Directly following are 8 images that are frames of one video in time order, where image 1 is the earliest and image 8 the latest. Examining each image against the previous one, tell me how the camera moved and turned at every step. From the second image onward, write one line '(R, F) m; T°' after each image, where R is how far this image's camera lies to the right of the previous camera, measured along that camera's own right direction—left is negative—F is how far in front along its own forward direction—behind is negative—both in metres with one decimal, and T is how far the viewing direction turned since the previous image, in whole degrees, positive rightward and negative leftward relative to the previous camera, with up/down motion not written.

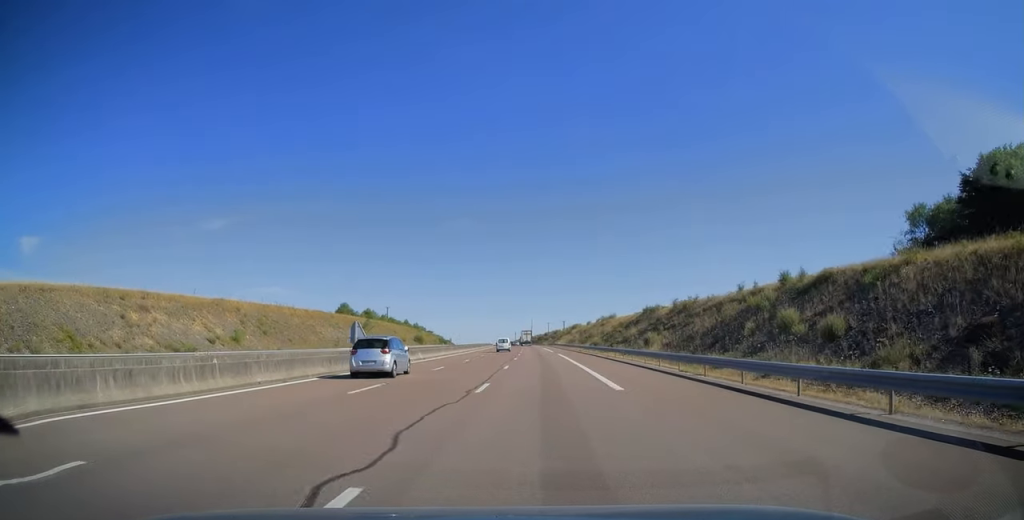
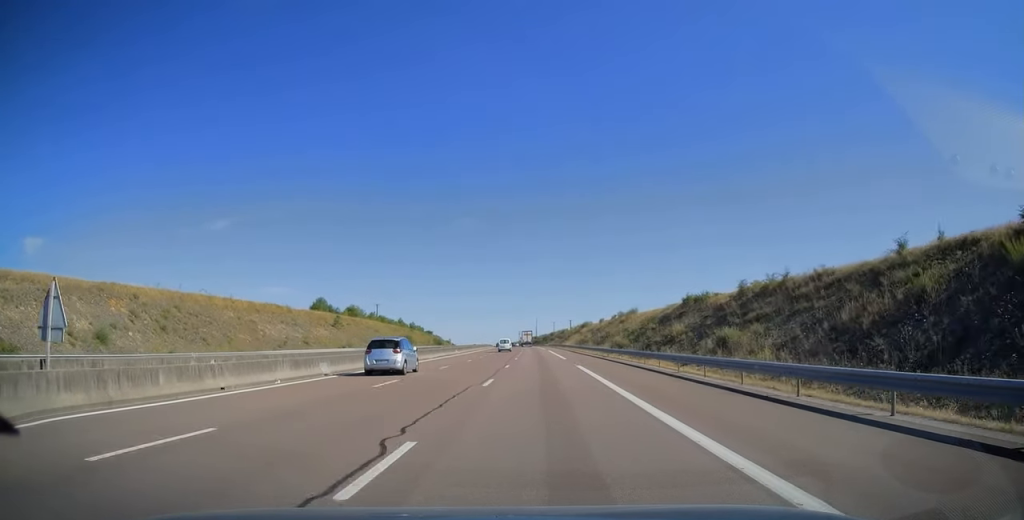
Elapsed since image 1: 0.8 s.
(-0.1, +24.1) m; -1°
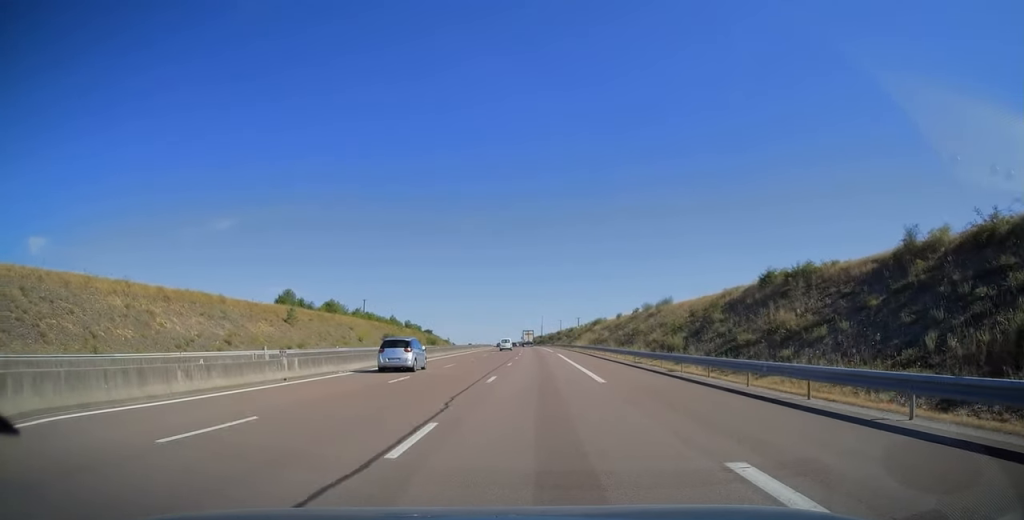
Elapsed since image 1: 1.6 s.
(-0.2, +24.5) m; -1°
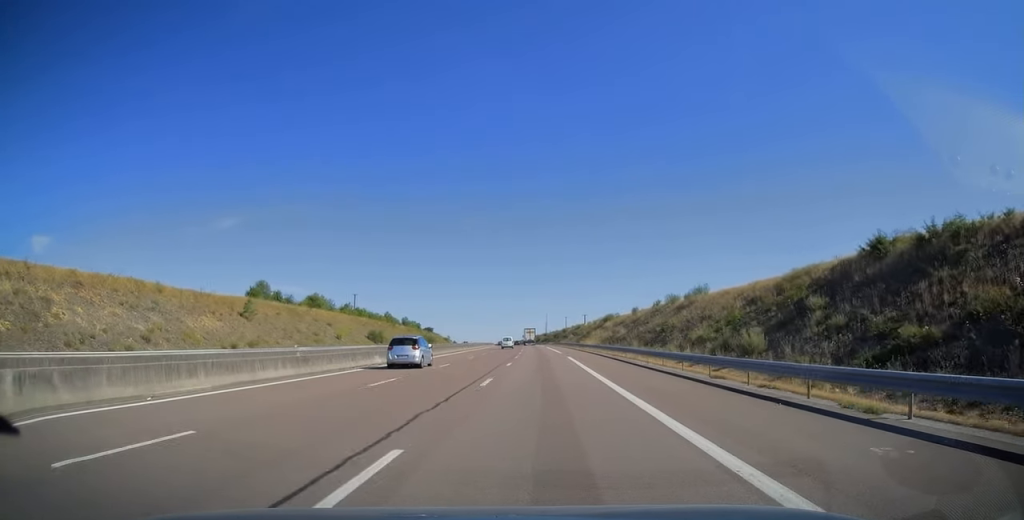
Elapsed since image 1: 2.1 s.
(-0.1, +15.8) m; 0°
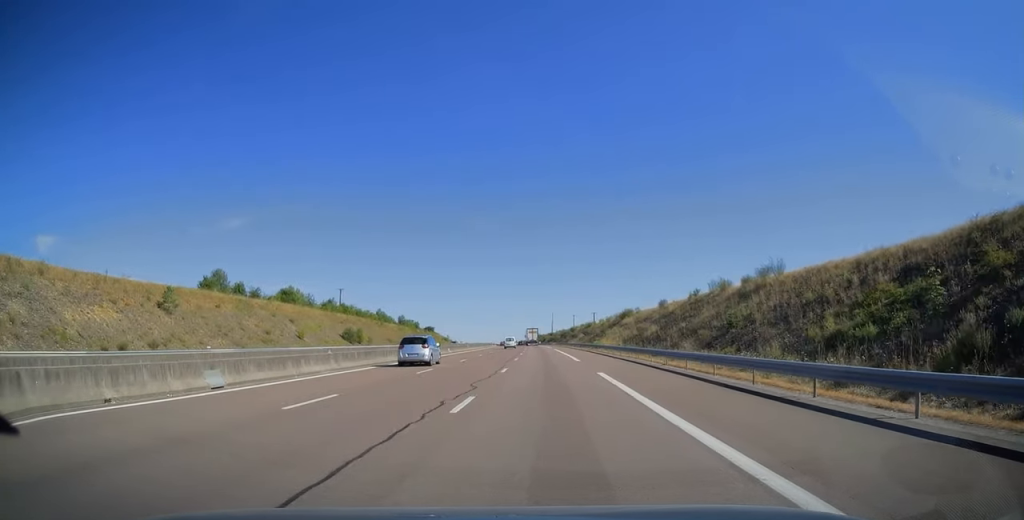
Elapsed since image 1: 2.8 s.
(0.0, +19.9) m; 0°
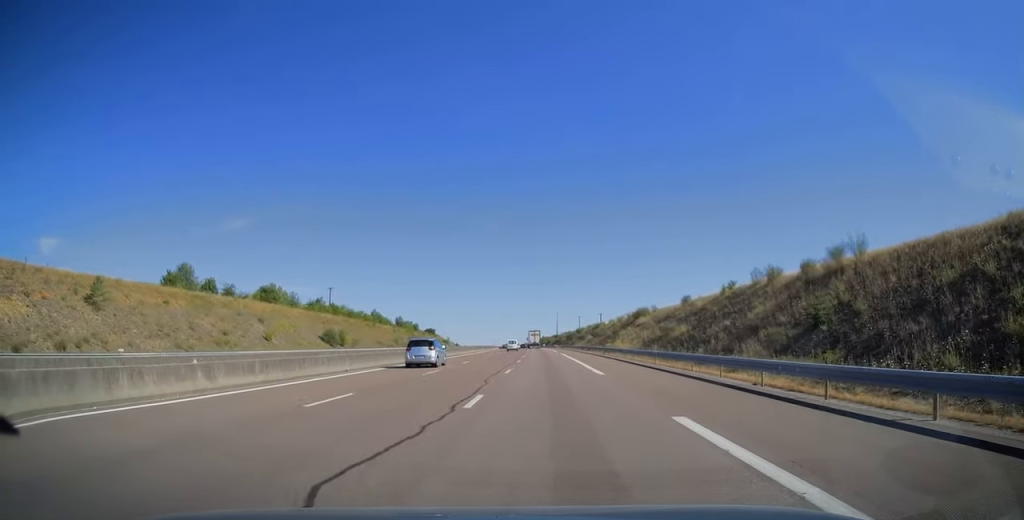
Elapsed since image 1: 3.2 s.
(0.0, +12.3) m; 0°
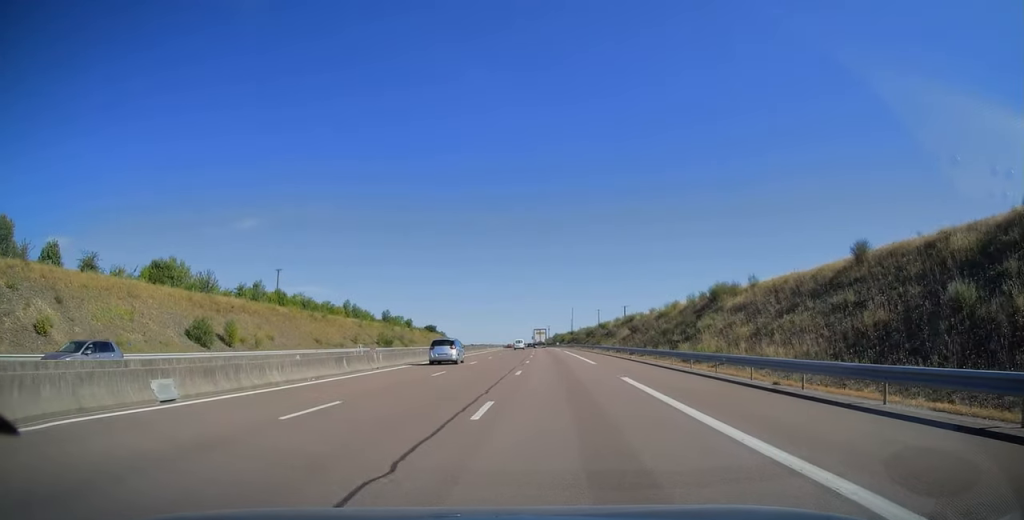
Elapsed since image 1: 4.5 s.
(-0.5, +41.5) m; -1°
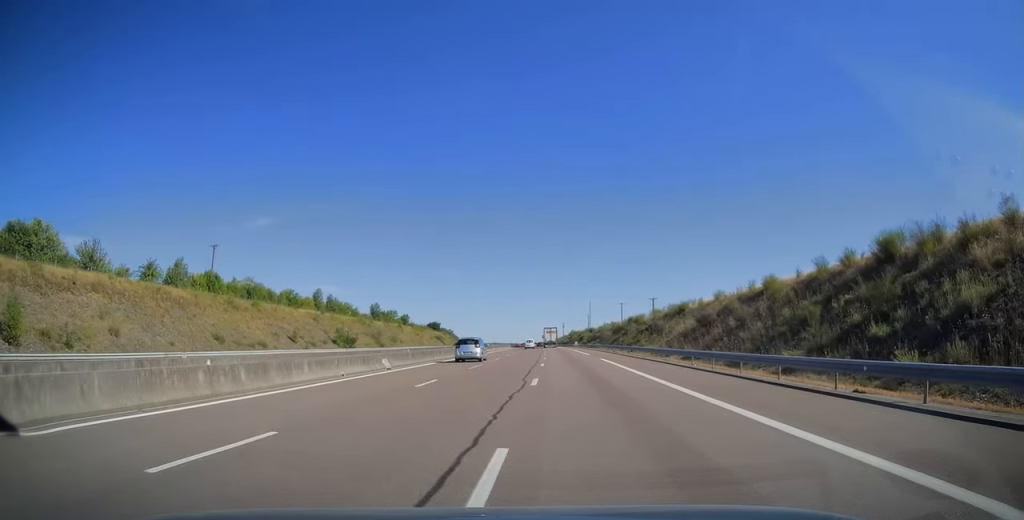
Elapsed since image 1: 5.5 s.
(-0.2, +32.4) m; -1°
